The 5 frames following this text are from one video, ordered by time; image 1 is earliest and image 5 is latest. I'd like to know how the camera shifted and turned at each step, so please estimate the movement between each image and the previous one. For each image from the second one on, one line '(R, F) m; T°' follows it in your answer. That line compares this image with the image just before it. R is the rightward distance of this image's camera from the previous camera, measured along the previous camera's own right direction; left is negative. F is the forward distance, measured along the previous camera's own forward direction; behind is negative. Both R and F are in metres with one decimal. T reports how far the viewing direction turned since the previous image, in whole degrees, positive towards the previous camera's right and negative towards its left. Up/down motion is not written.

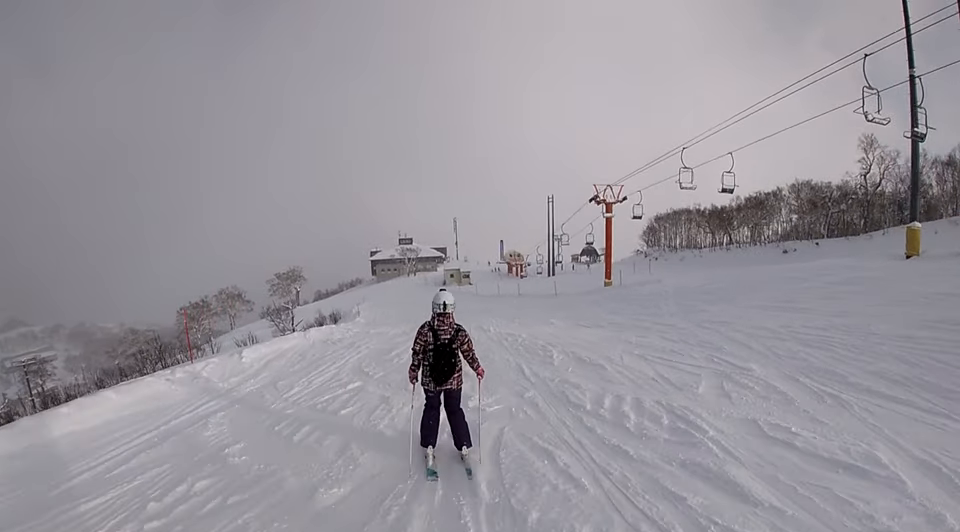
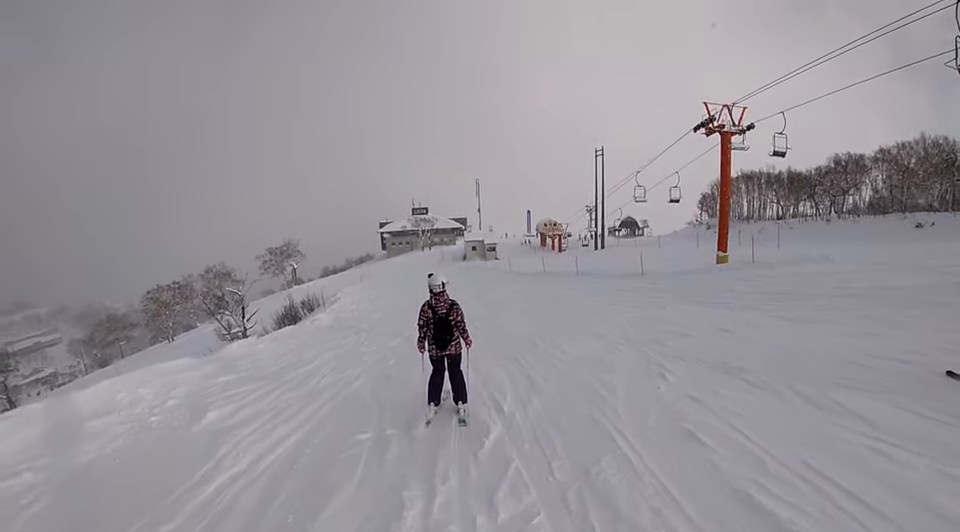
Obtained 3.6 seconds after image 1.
(-3.1, +19.3) m; -8°
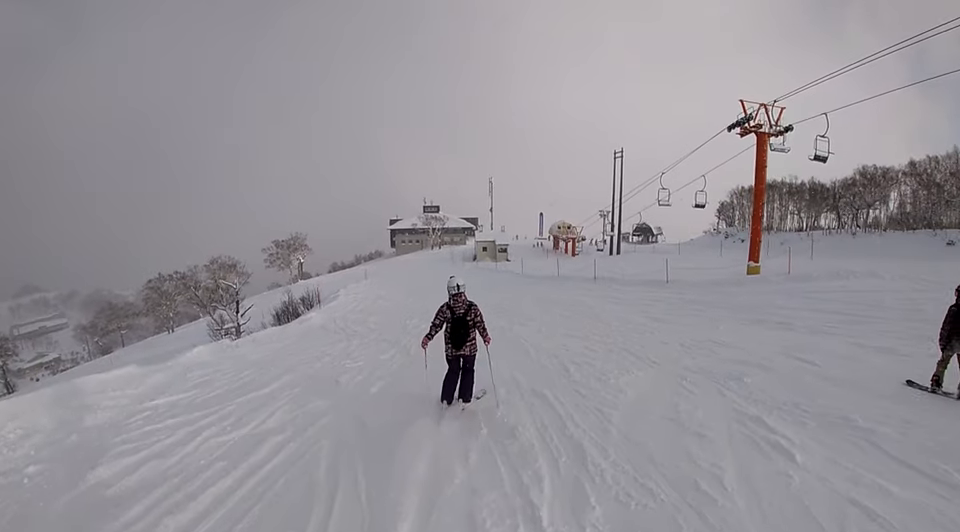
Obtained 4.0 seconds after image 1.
(+0.4, +2.8) m; +6°
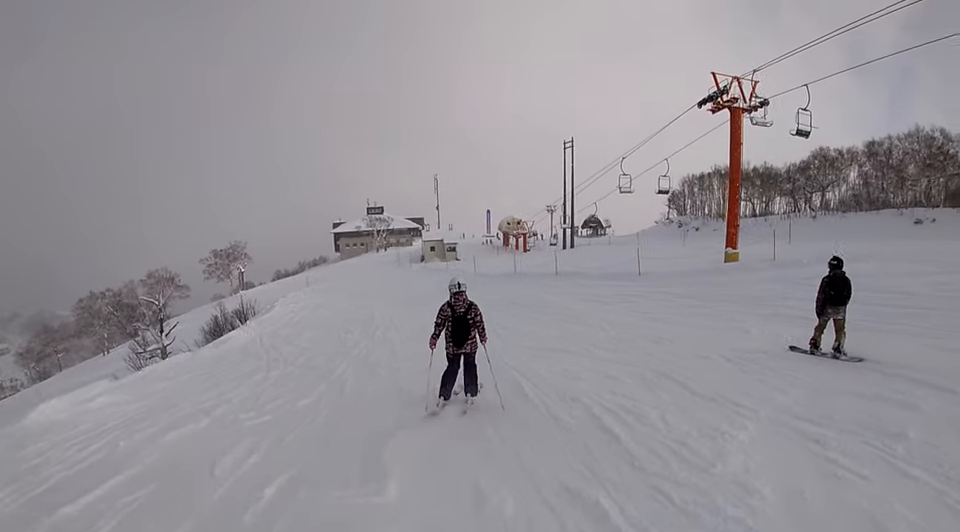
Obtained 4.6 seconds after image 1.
(+0.1, +3.8) m; +8°
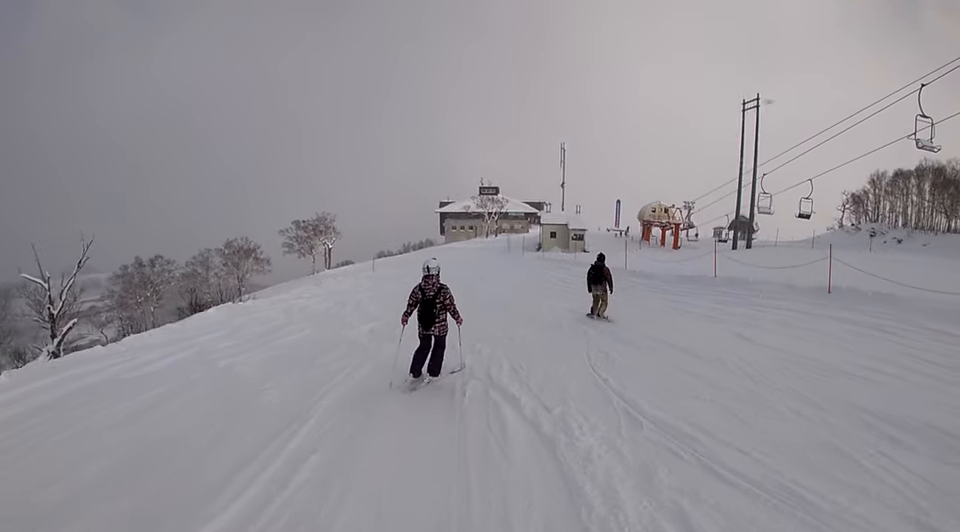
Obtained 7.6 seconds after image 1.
(-2.1, +17.8) m; -13°
